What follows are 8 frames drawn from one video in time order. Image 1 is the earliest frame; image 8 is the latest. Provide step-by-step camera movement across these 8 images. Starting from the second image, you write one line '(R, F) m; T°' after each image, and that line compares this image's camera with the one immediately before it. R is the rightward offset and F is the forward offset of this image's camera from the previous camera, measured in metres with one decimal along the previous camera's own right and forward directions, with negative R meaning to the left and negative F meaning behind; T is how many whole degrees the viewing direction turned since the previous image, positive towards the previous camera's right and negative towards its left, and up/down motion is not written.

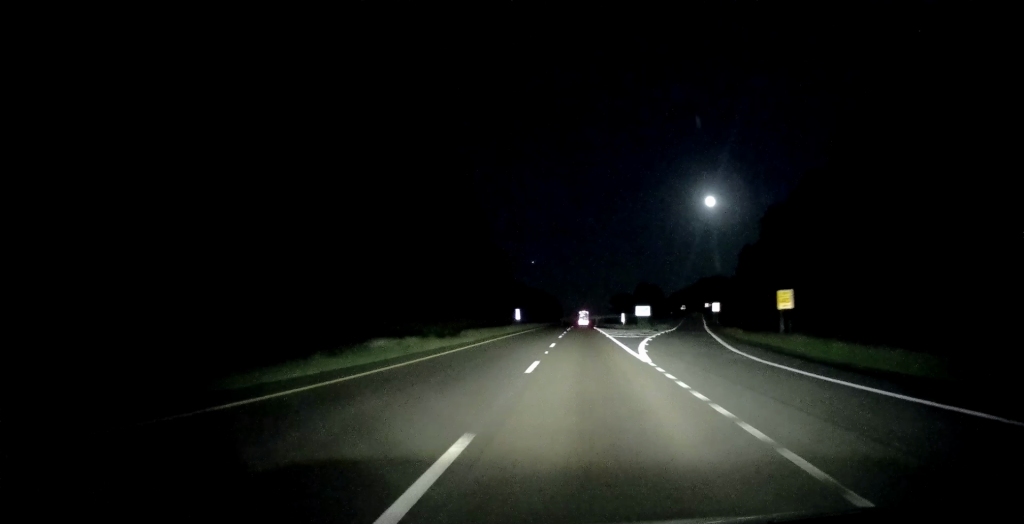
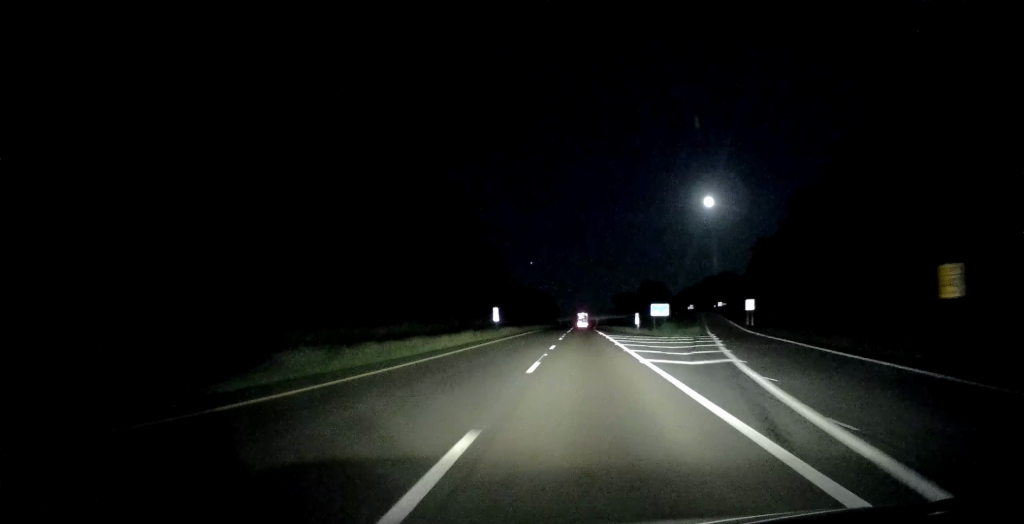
(+0.1, +24.1) m; 0°
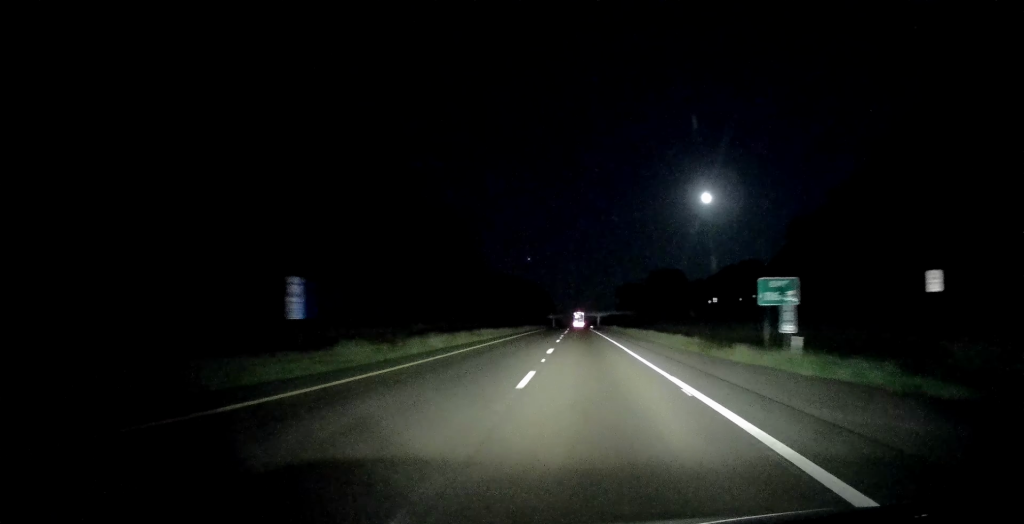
(0.0, +51.5) m; 0°
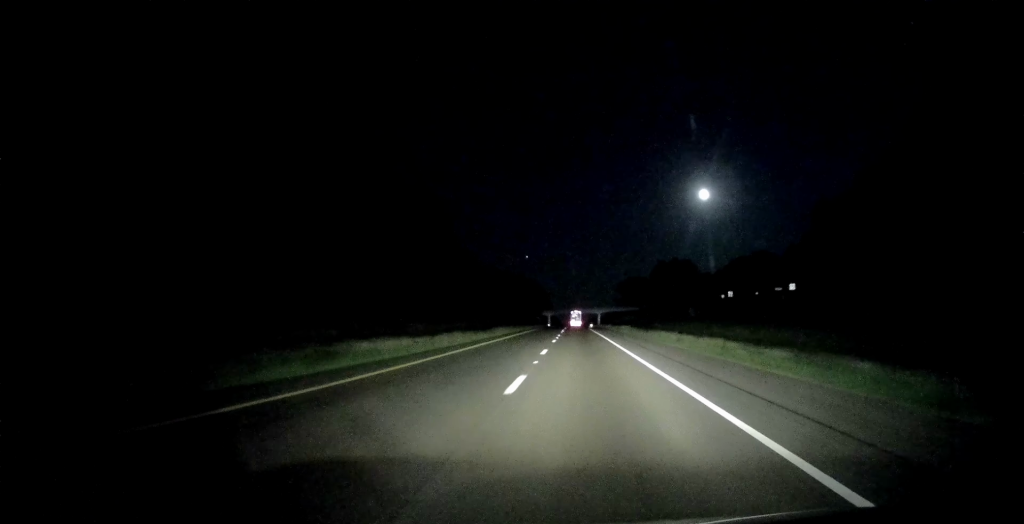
(-0.2, +25.1) m; 0°
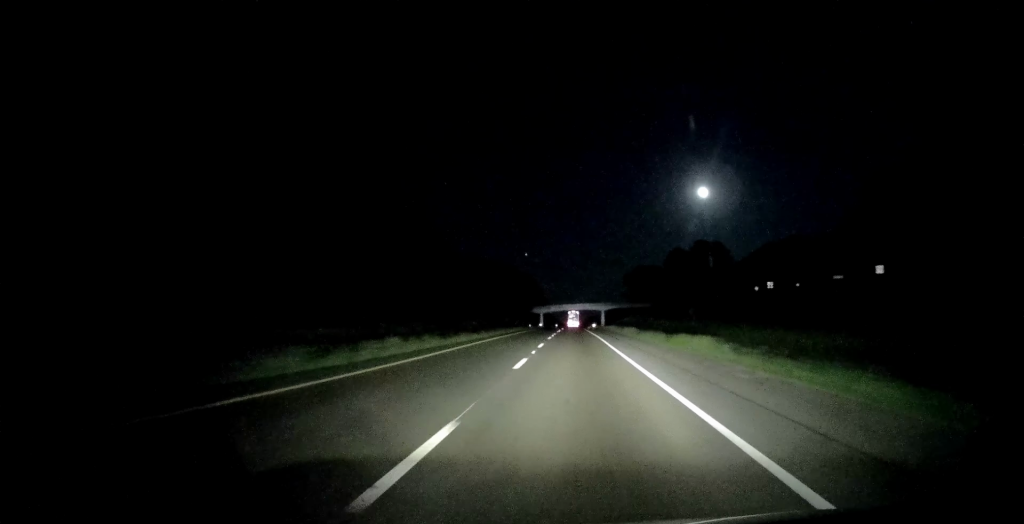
(+0.5, +42.8) m; +1°
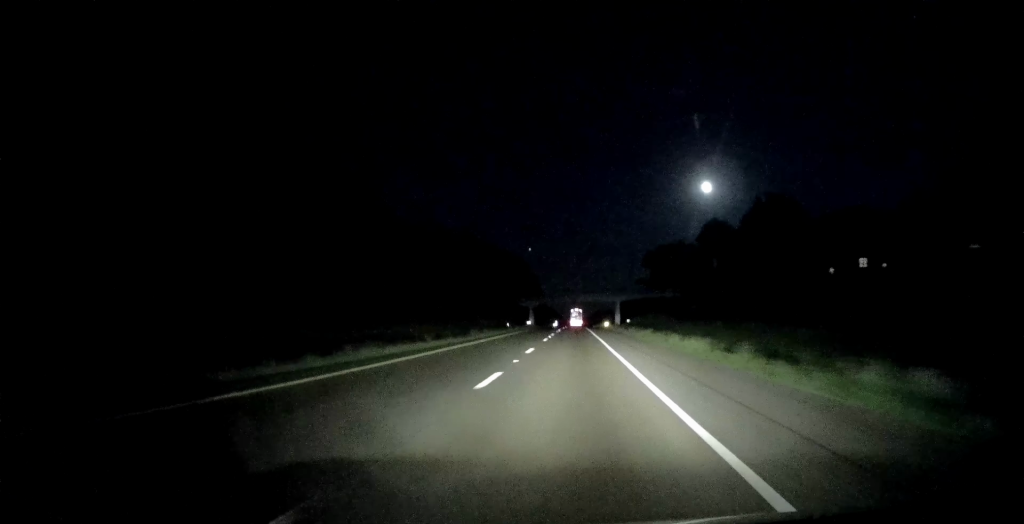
(-0.7, +52.2) m; -1°
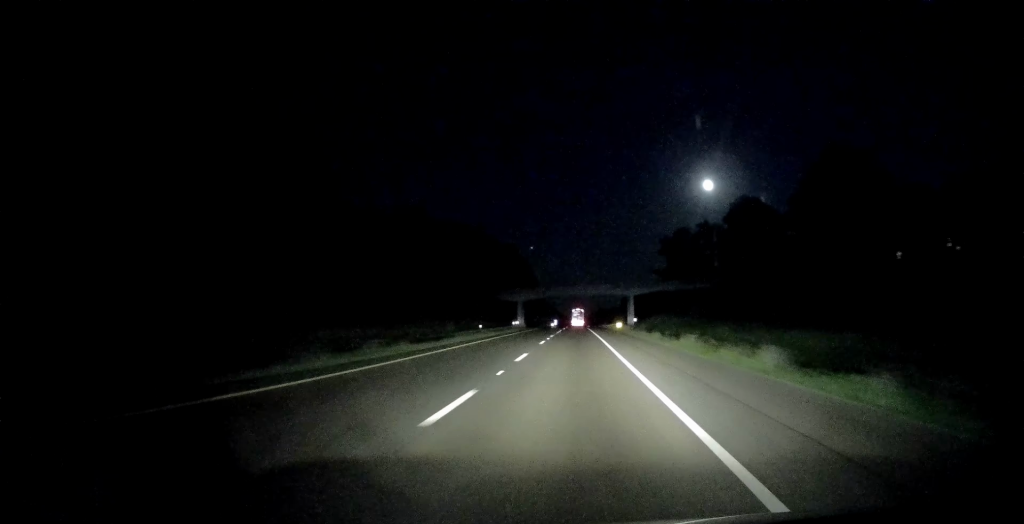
(+0.1, +28.3) m; 0°
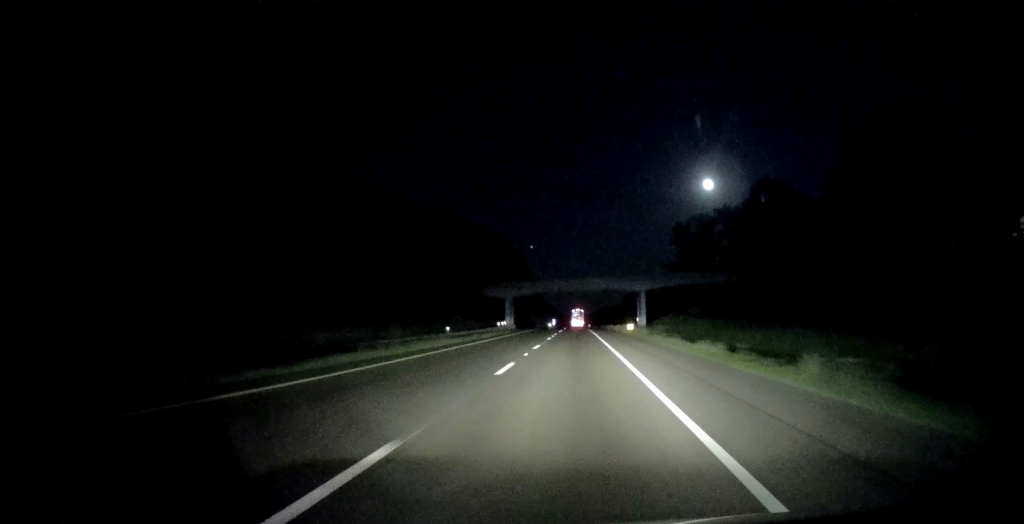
(+0.1, +16.8) m; 0°
